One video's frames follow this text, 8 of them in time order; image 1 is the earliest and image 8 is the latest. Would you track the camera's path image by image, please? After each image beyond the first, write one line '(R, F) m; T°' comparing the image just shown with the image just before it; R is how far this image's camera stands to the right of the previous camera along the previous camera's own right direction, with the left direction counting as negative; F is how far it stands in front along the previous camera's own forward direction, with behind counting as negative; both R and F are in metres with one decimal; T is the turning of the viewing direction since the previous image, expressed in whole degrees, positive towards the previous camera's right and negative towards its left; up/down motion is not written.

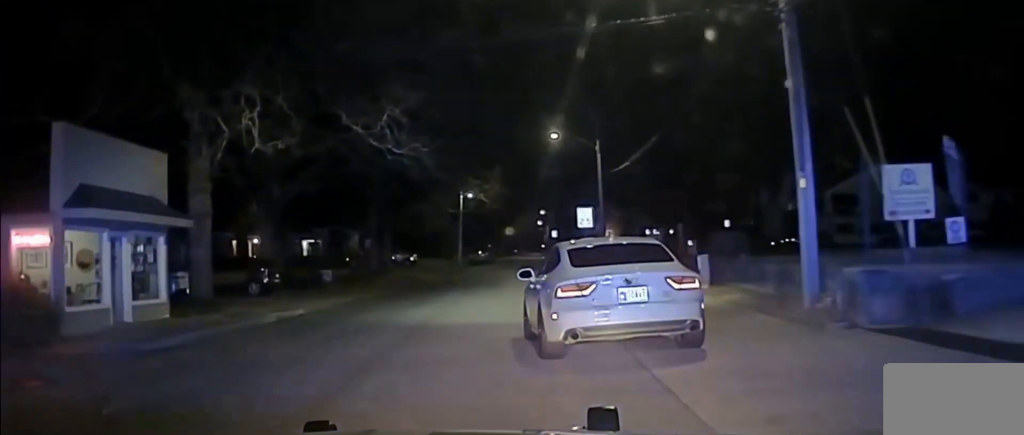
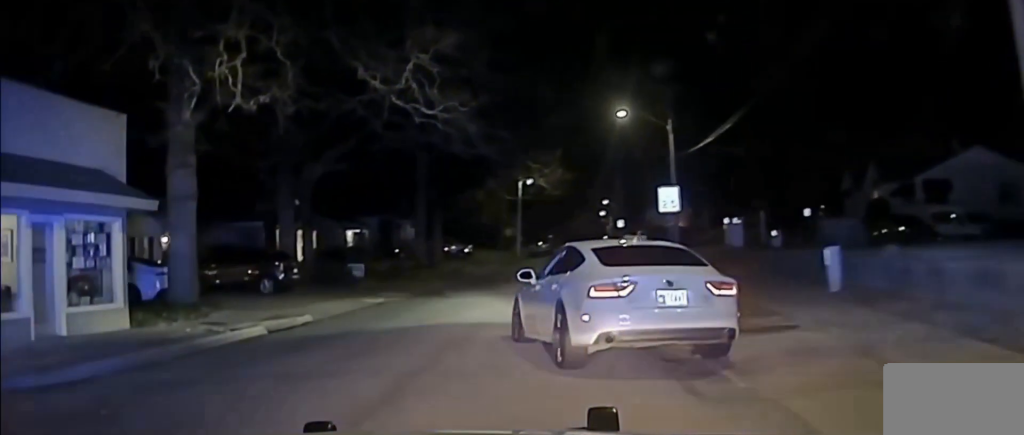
(-0.2, +4.3) m; -7°
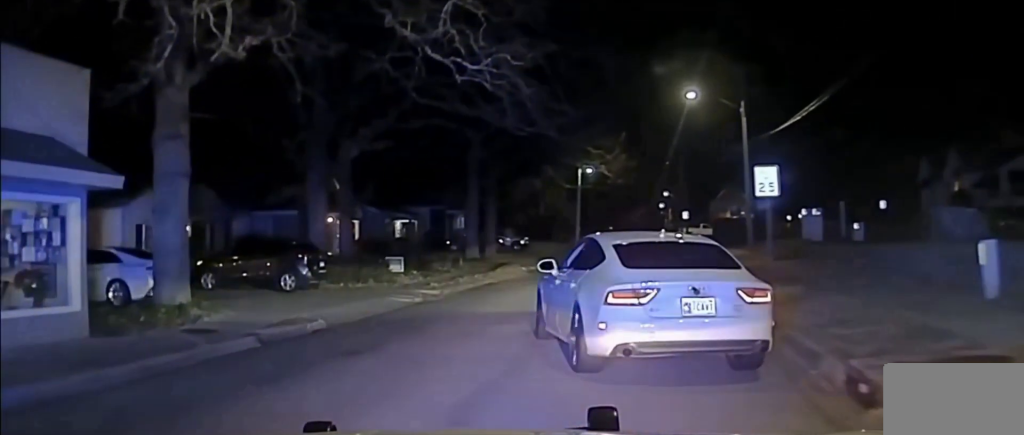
(-0.2, +4.1) m; -4°
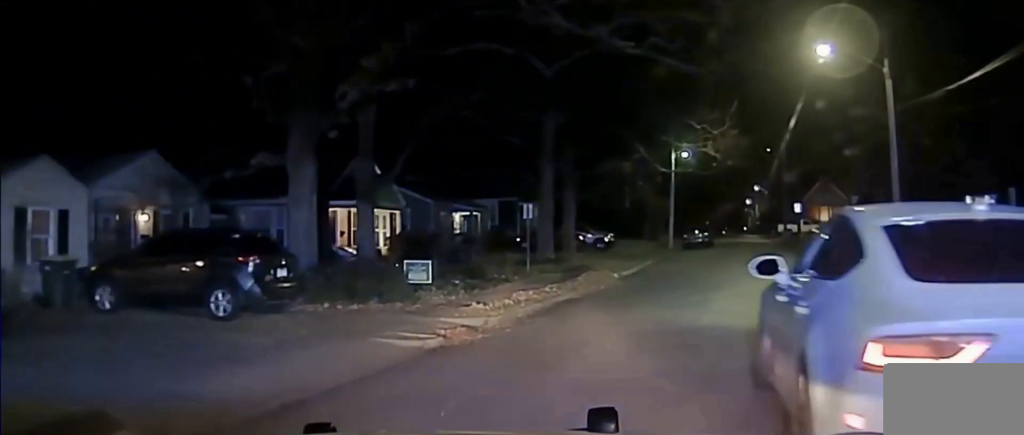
(-0.4, +8.6) m; -2°
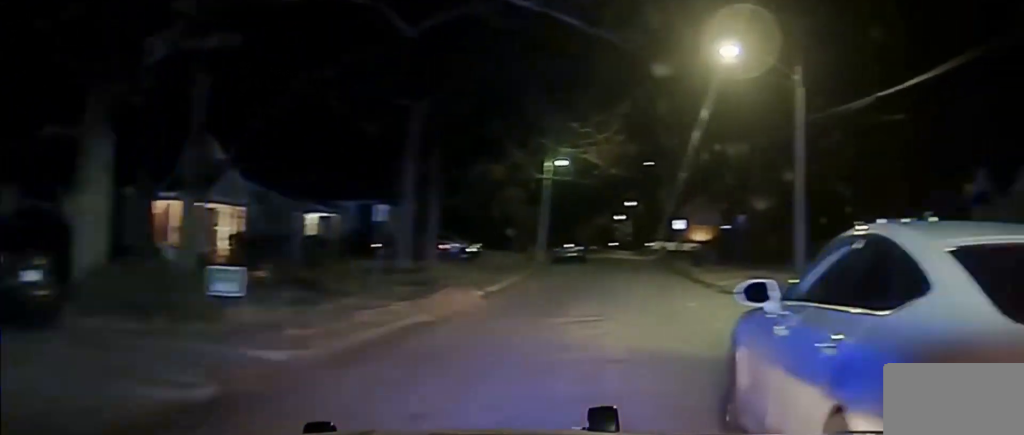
(+0.1, +5.1) m; +10°
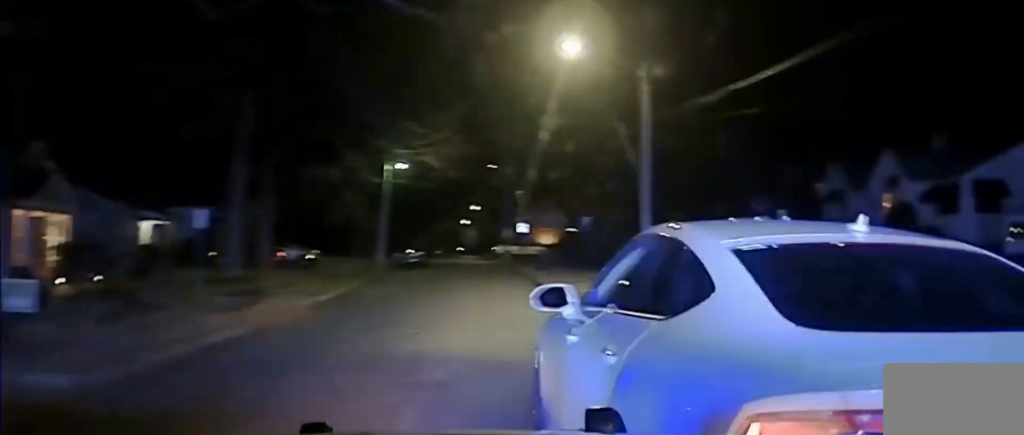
(0.0, +2.0) m; +8°
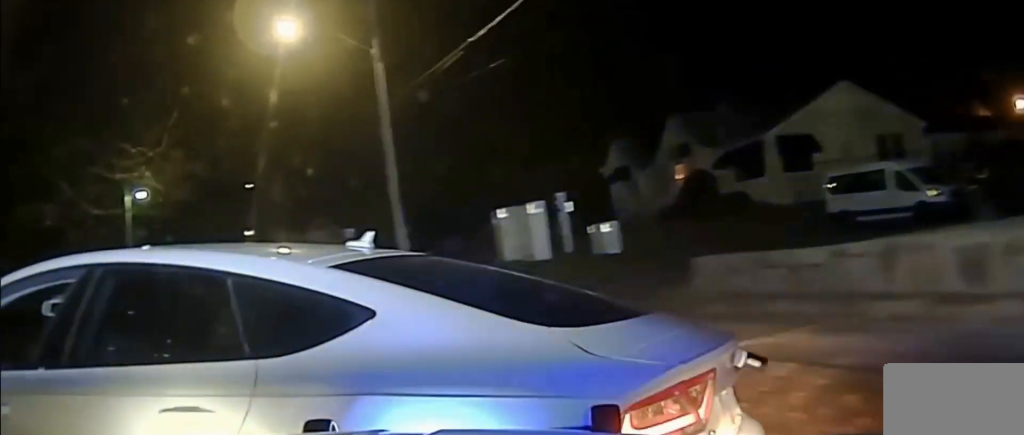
(+1.4, +4.7) m; +16°
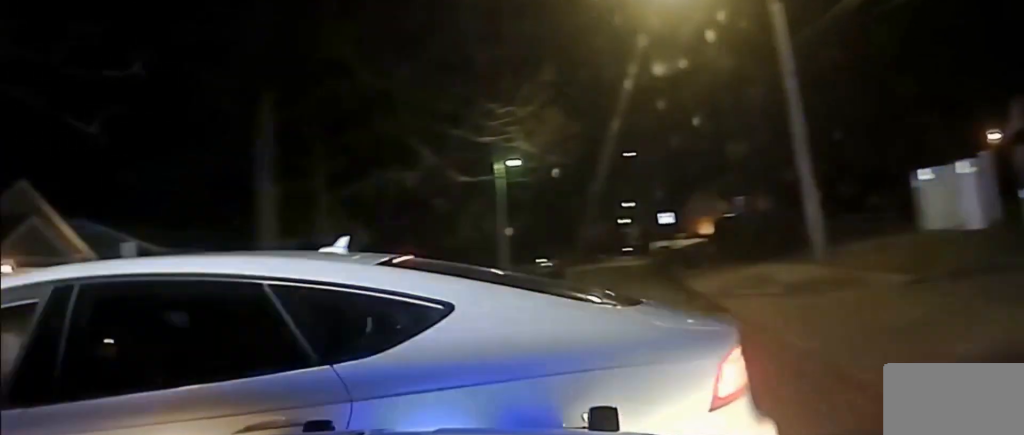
(-0.3, +3.4) m; -23°
